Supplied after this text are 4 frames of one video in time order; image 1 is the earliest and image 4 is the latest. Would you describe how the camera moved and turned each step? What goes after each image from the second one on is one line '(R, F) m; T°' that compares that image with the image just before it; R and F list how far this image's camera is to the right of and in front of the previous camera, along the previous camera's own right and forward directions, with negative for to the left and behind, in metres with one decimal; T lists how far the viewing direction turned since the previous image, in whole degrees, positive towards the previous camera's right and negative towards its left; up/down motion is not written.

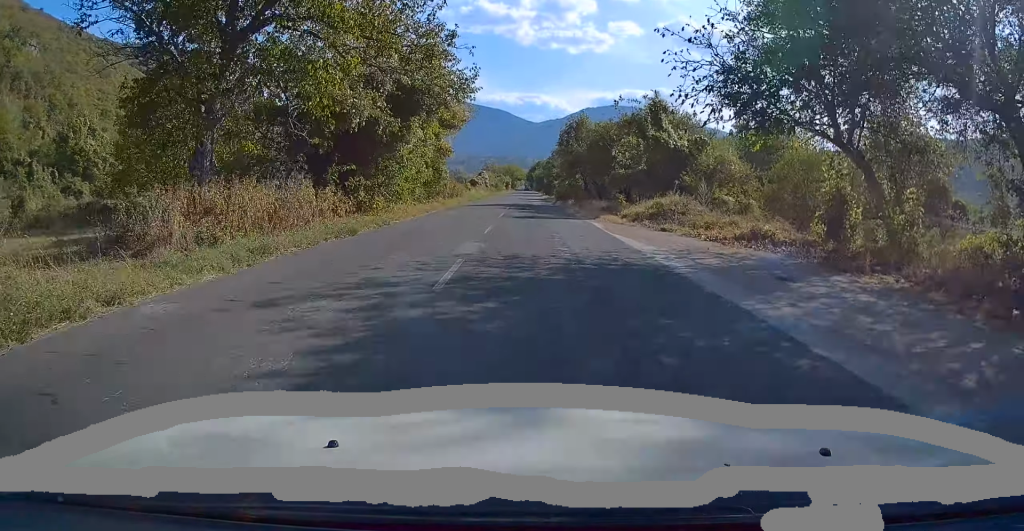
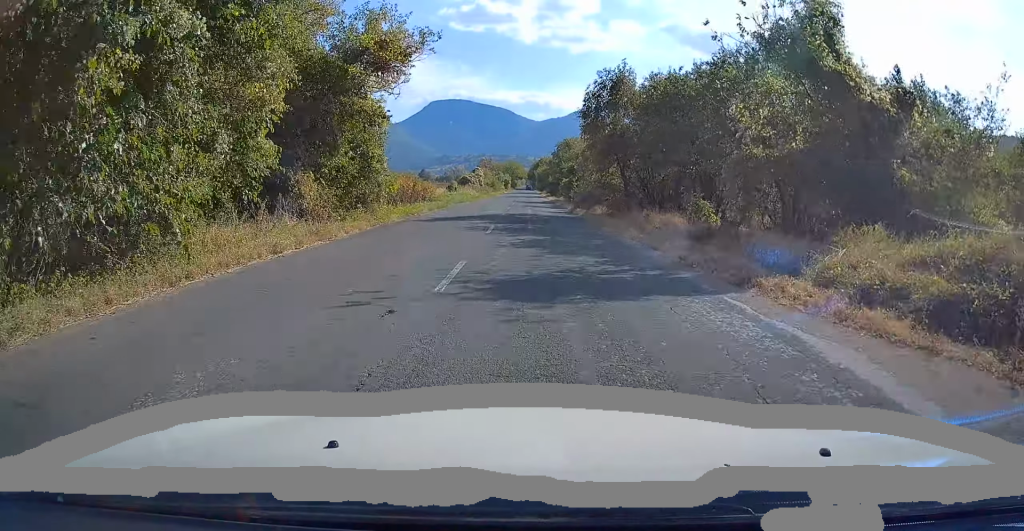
(0.0, +18.2) m; 0°
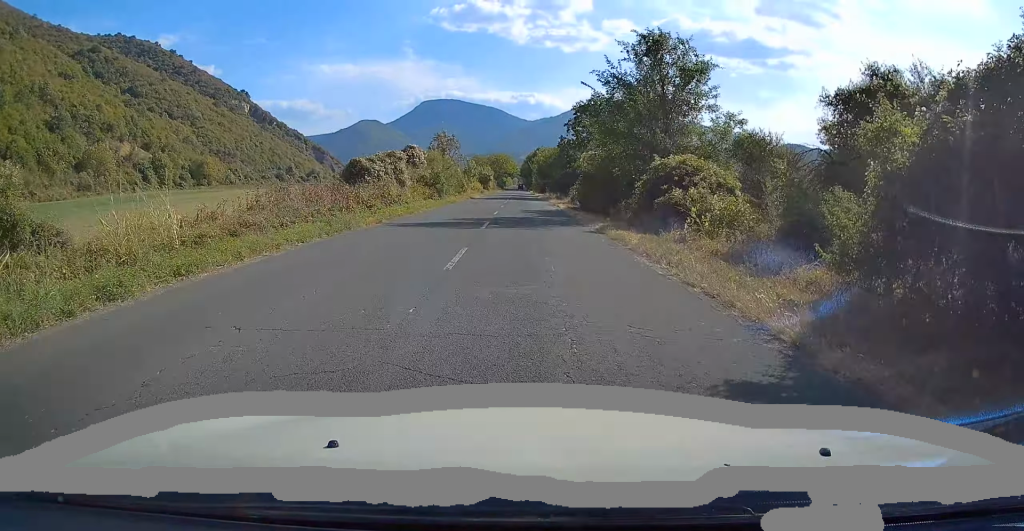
(+0.1, +61.0) m; 0°
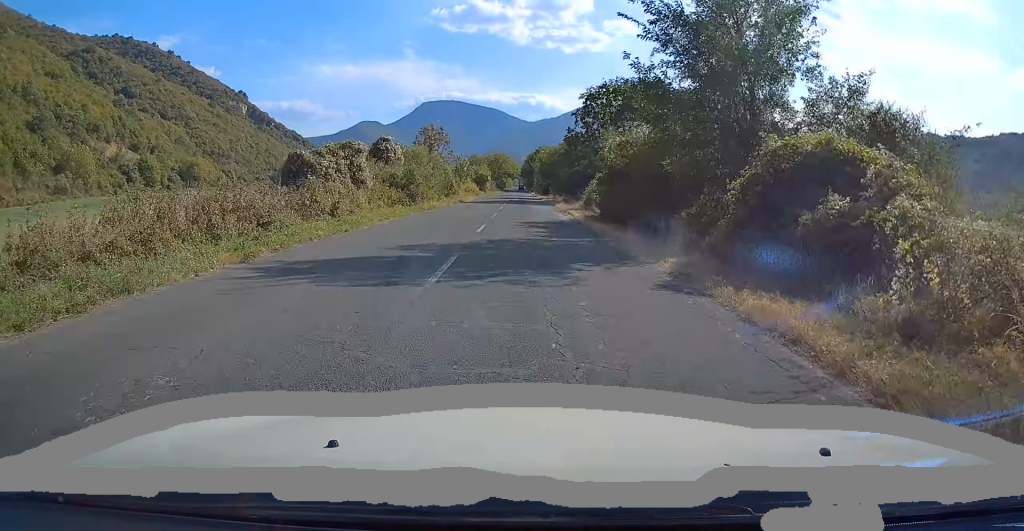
(0.0, +10.2) m; 0°
